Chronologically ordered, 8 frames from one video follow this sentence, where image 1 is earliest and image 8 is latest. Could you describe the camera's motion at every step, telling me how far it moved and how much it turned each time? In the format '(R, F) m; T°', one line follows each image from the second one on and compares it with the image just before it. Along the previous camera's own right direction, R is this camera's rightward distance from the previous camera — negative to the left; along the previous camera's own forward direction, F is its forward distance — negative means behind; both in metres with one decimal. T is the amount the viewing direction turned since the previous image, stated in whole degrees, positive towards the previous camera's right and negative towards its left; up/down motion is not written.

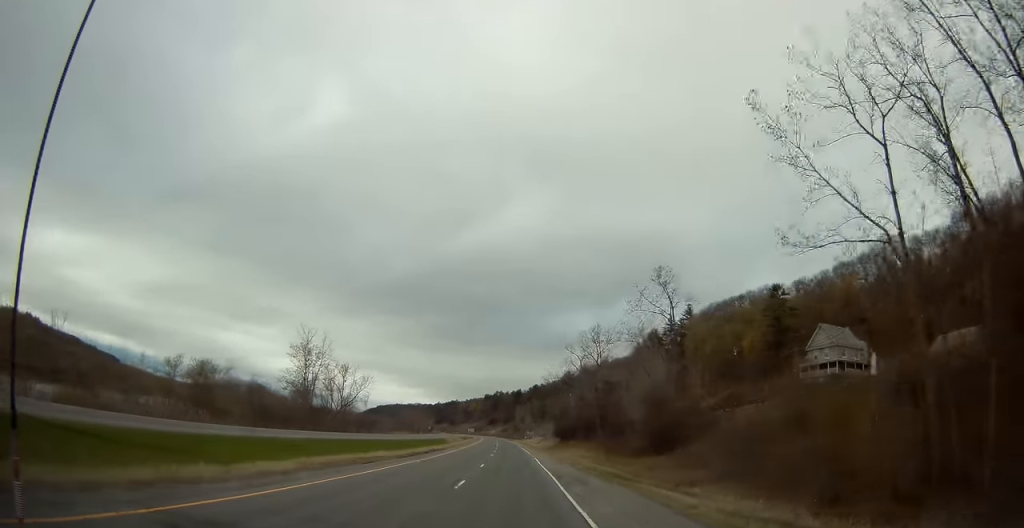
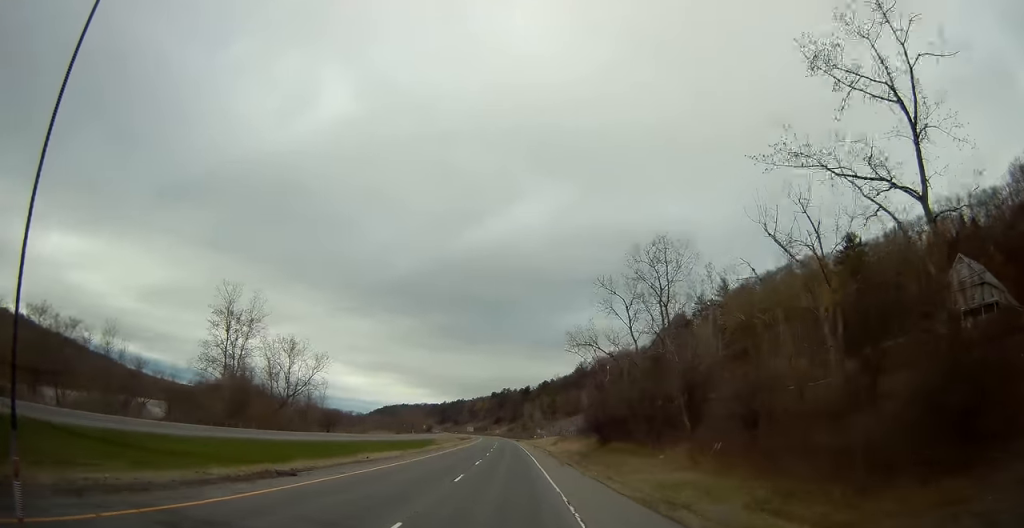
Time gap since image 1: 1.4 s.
(0.0, +35.0) m; -1°
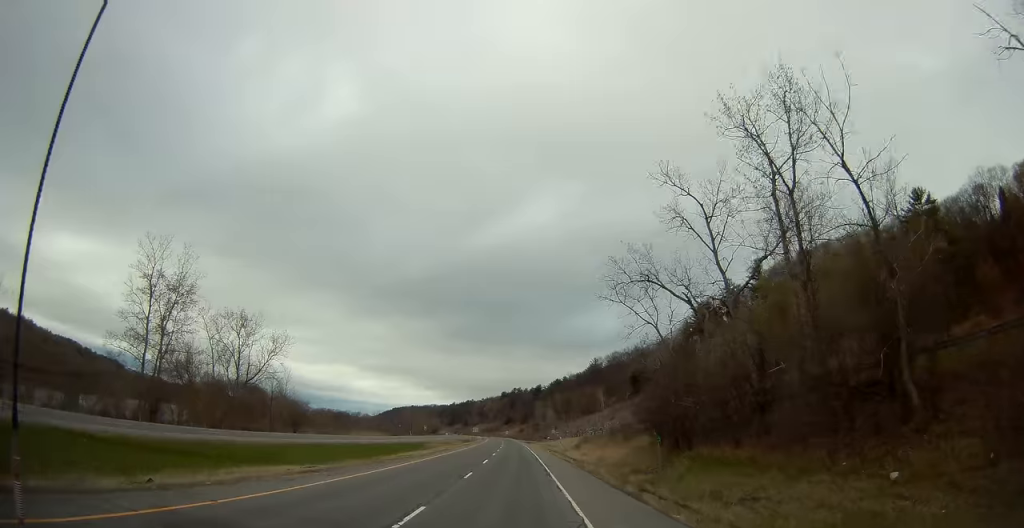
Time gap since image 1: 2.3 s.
(-0.1, +21.8) m; 0°
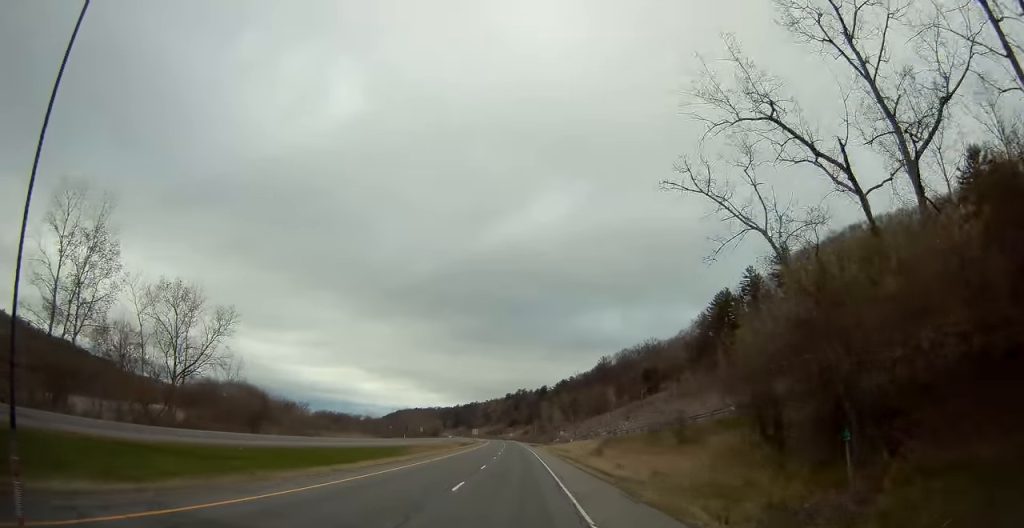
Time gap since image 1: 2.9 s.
(0.0, +16.9) m; 0°
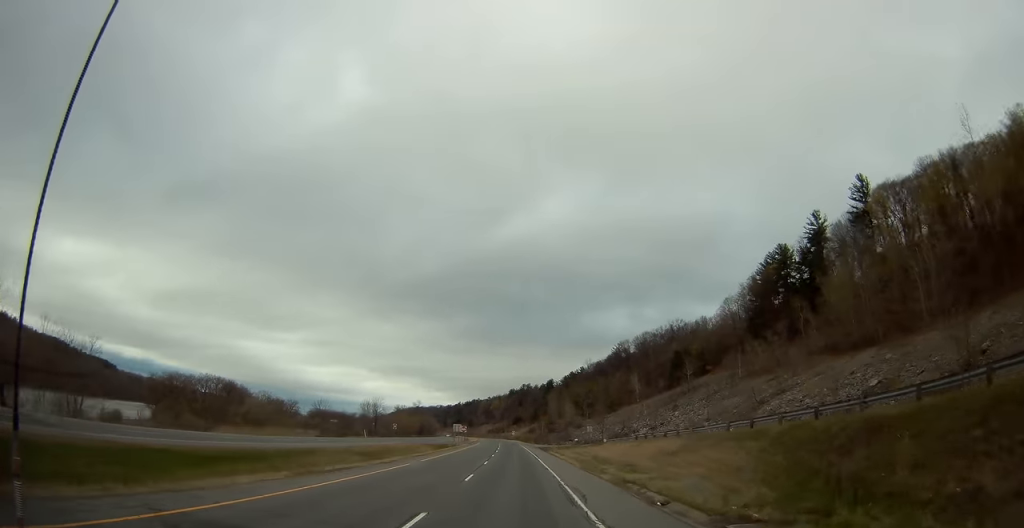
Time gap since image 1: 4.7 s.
(-0.6, +46.1) m; -1°
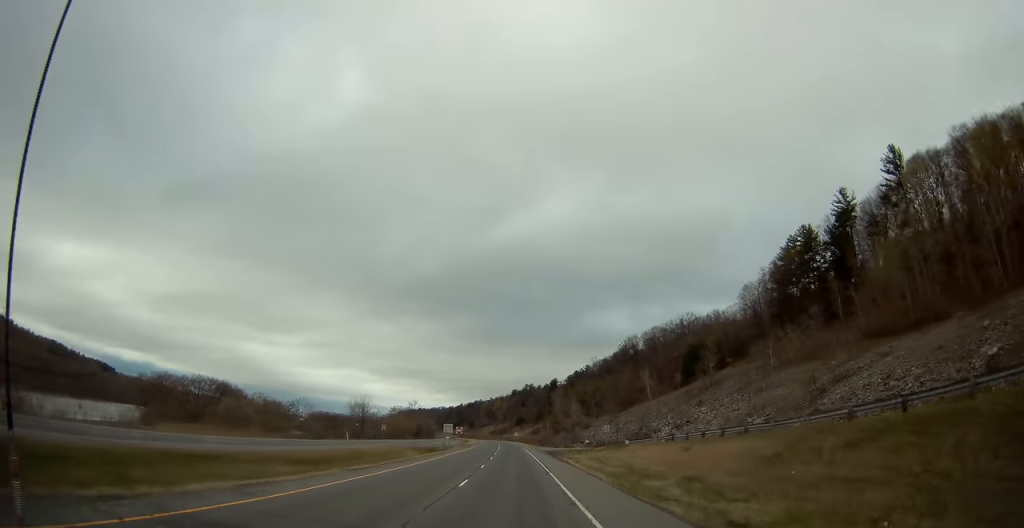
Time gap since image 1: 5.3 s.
(0.0, +14.4) m; 0°
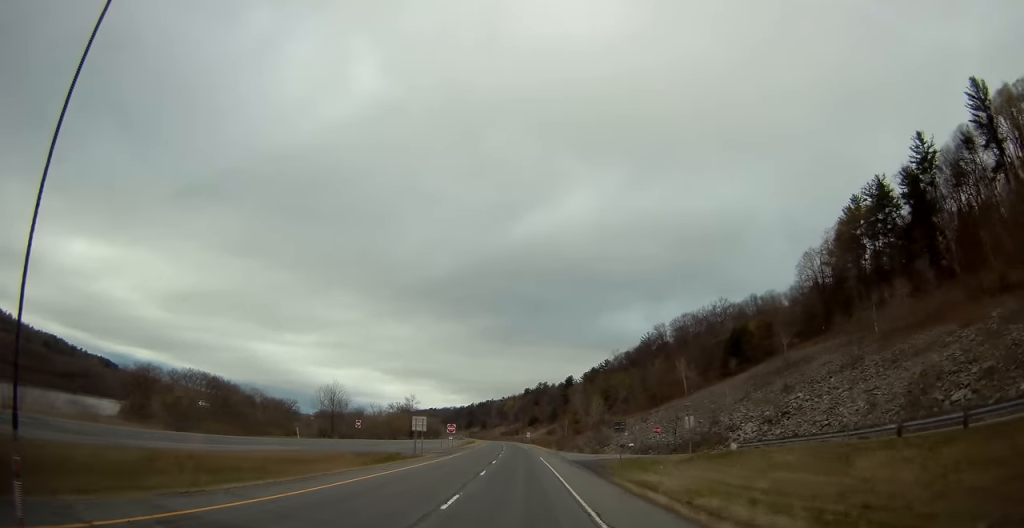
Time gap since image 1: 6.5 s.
(-0.2, +29.6) m; -1°
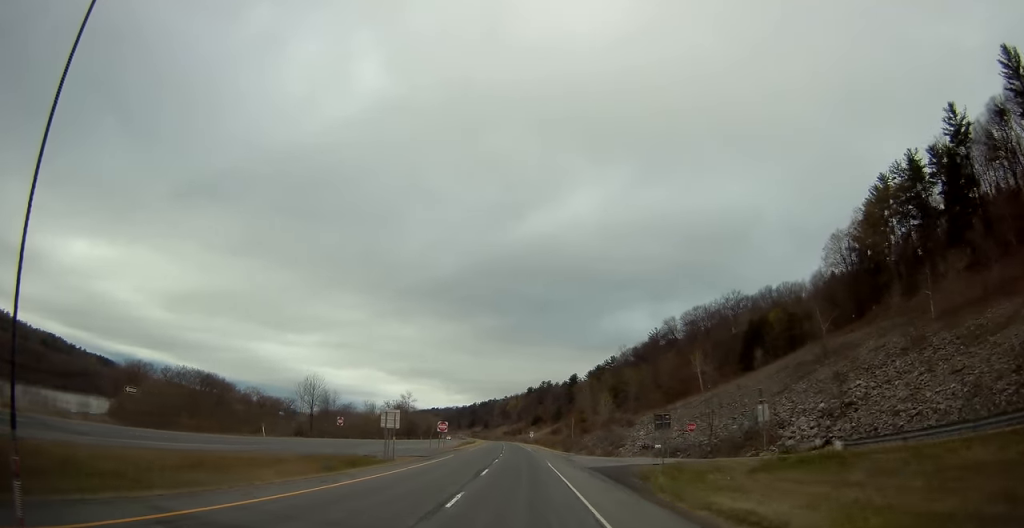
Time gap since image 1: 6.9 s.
(-0.1, +11.8) m; 0°
